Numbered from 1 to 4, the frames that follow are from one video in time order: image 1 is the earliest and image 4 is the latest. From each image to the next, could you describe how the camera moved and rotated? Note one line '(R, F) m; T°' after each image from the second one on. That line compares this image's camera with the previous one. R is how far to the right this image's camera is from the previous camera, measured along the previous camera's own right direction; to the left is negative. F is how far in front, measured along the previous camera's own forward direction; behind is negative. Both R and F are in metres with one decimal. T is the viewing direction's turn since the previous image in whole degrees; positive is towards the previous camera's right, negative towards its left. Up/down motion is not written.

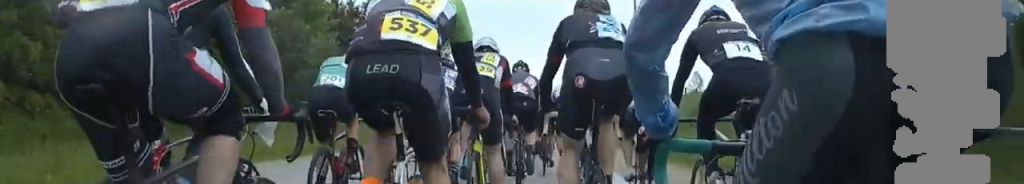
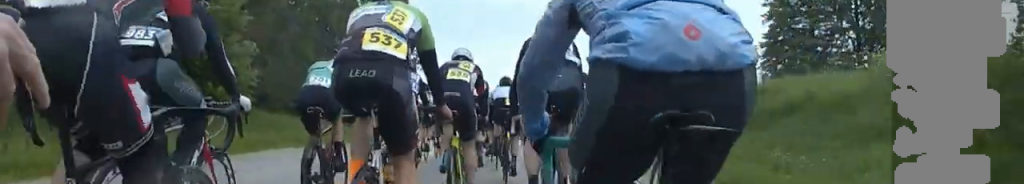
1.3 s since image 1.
(+0.1, +16.0) m; +1°
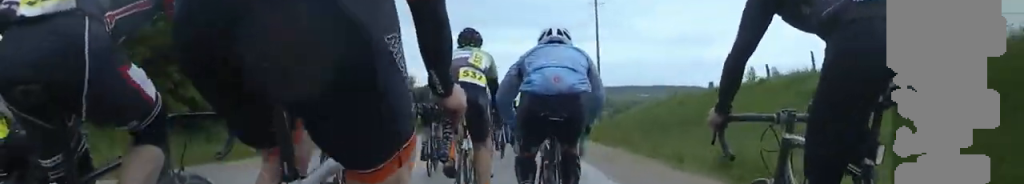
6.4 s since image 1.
(+1.2, +57.4) m; +2°
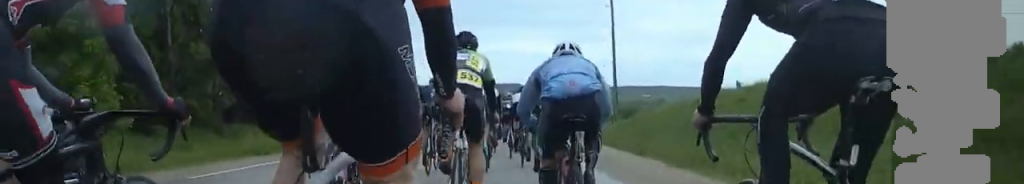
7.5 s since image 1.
(-0.4, +12.5) m; -2°
